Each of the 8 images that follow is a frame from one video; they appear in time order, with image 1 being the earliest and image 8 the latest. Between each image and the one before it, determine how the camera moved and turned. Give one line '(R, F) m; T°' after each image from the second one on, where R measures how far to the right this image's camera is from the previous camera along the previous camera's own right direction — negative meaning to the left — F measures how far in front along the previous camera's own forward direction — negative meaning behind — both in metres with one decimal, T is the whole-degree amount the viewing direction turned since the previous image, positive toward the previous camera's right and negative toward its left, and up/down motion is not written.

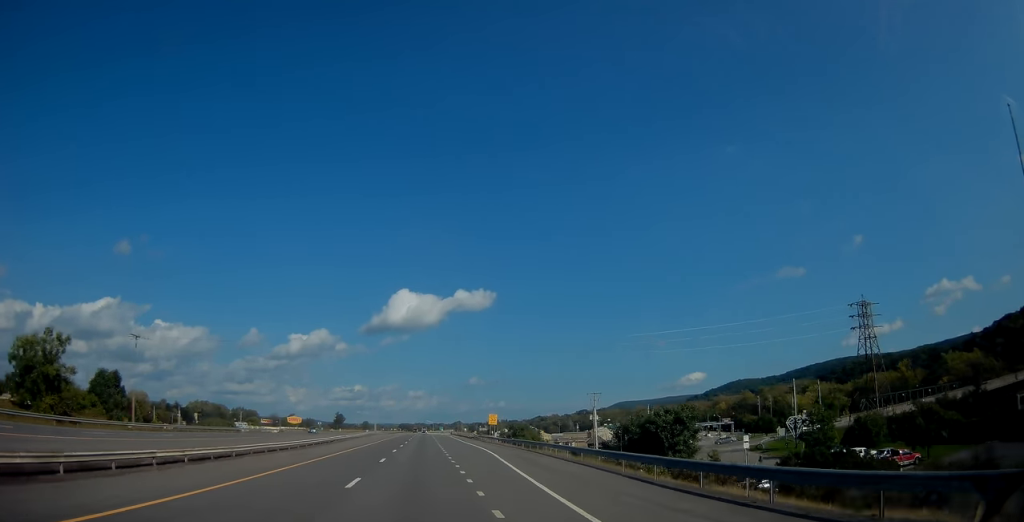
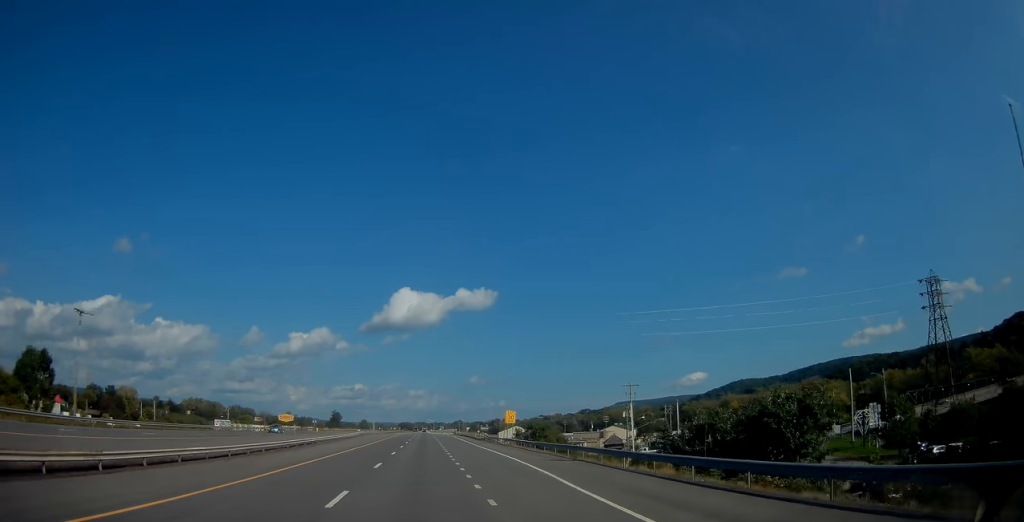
(-0.2, +16.3) m; 0°
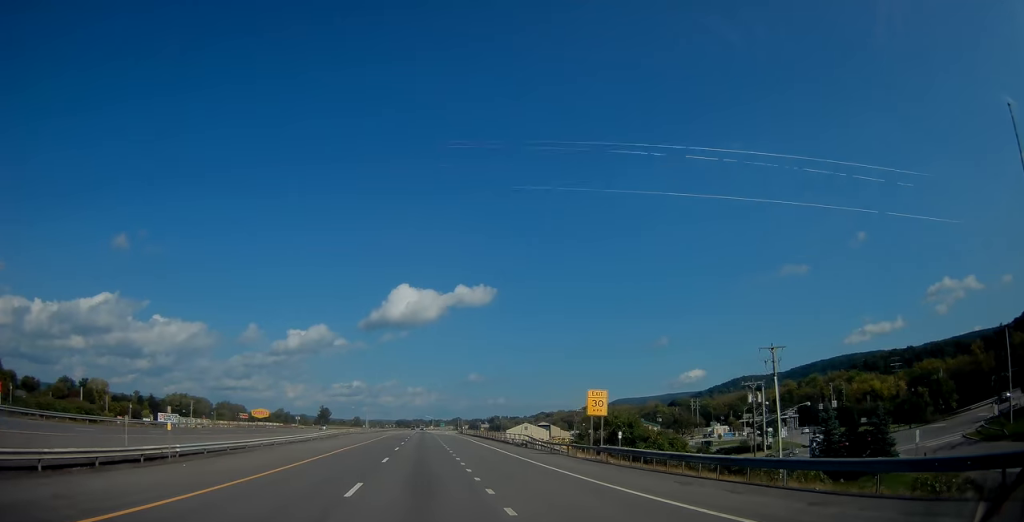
(-0.1, +34.5) m; 0°
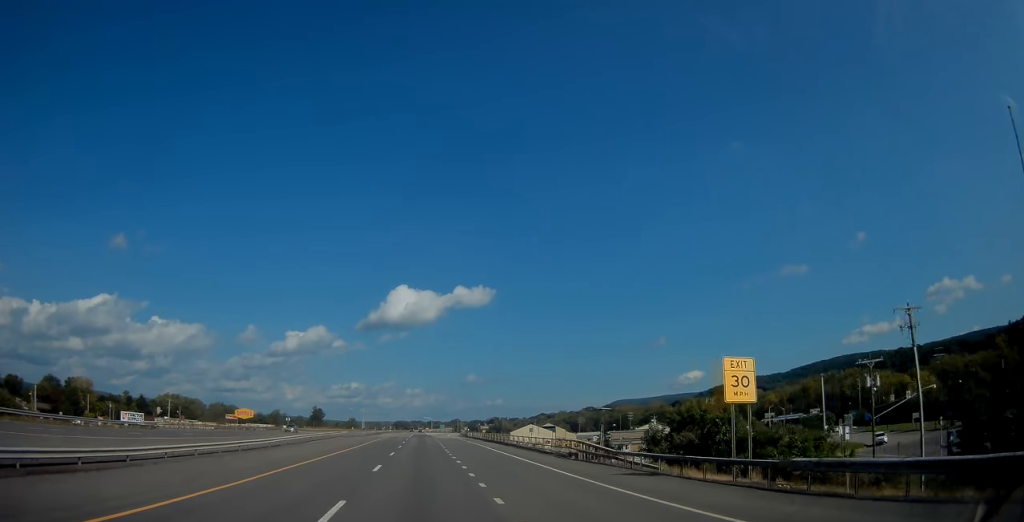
(-0.1, +16.3) m; 0°
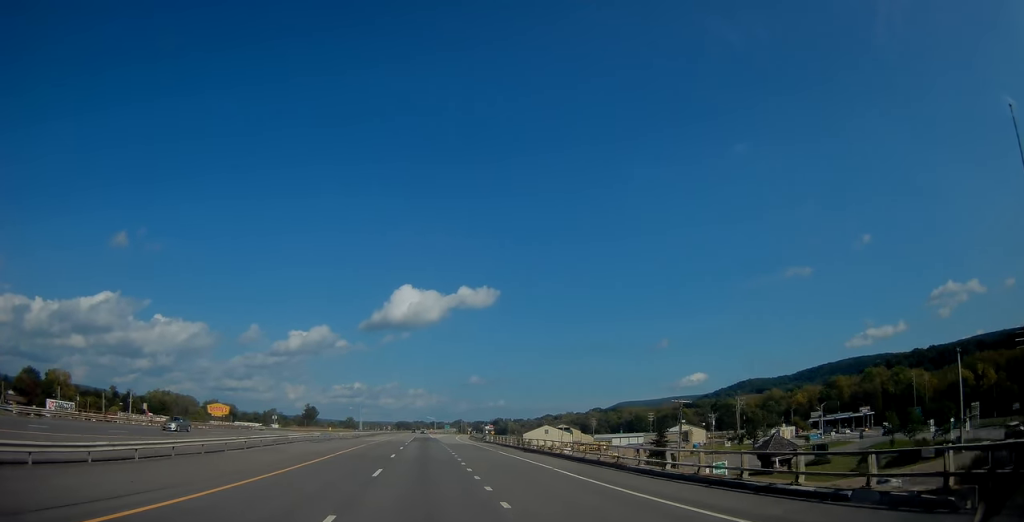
(0.0, +25.9) m; 0°
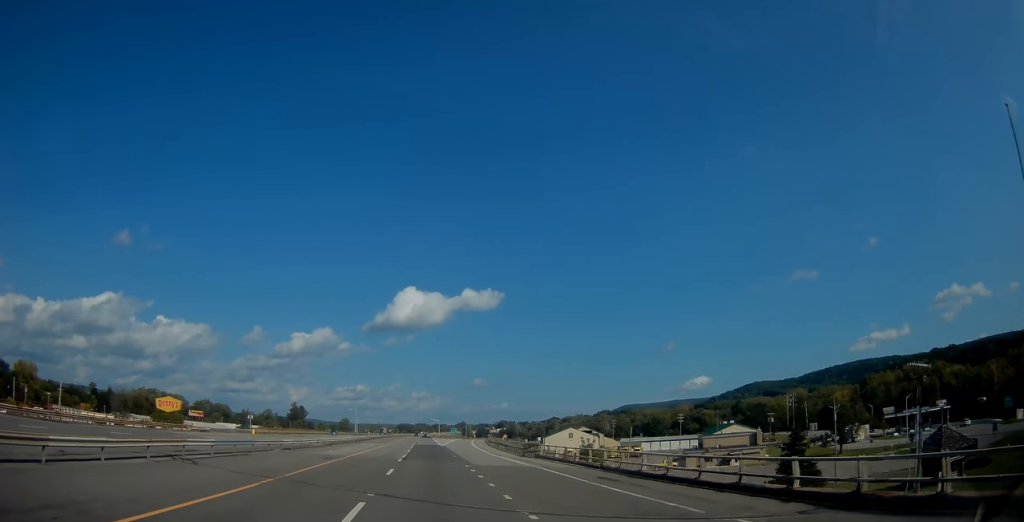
(+0.1, +33.6) m; +1°
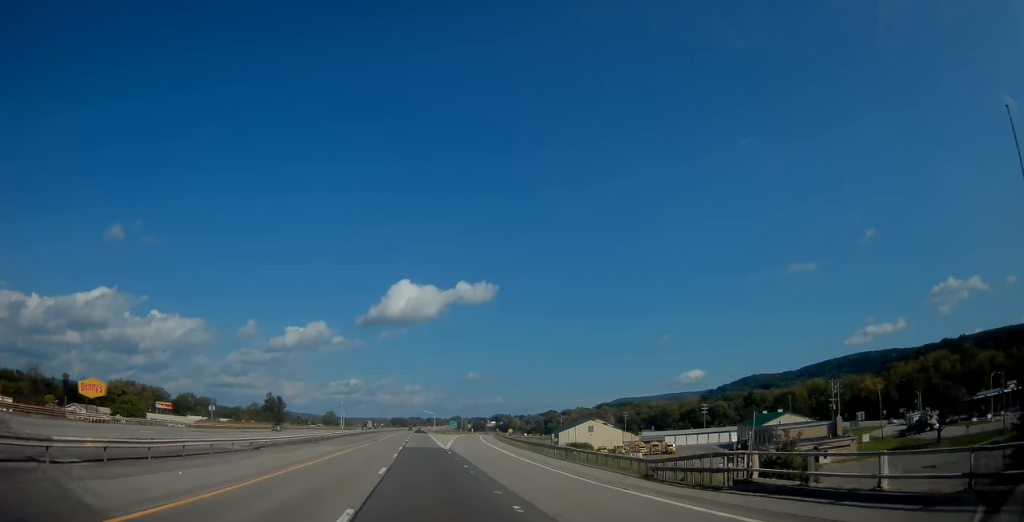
(+0.3, +29.8) m; 0°
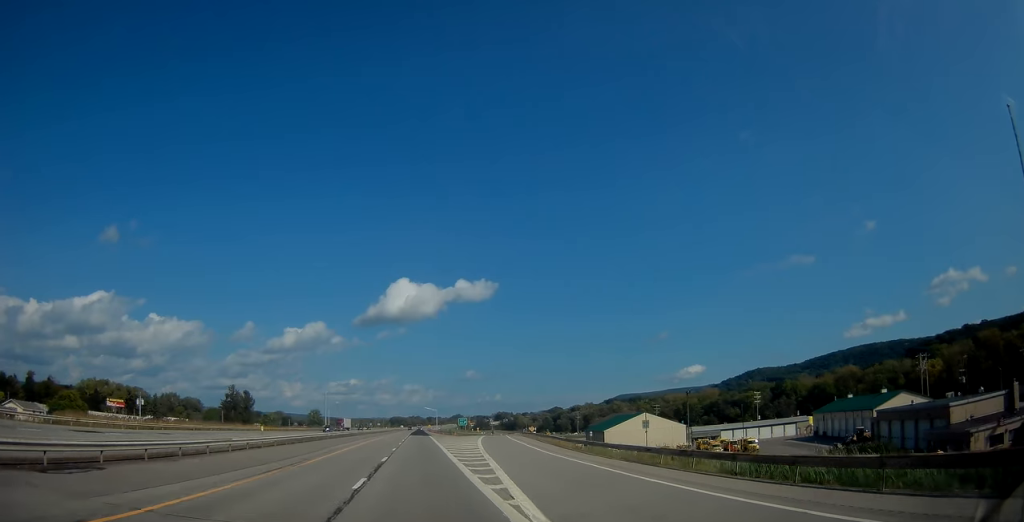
(-0.3, +41.7) m; 0°
